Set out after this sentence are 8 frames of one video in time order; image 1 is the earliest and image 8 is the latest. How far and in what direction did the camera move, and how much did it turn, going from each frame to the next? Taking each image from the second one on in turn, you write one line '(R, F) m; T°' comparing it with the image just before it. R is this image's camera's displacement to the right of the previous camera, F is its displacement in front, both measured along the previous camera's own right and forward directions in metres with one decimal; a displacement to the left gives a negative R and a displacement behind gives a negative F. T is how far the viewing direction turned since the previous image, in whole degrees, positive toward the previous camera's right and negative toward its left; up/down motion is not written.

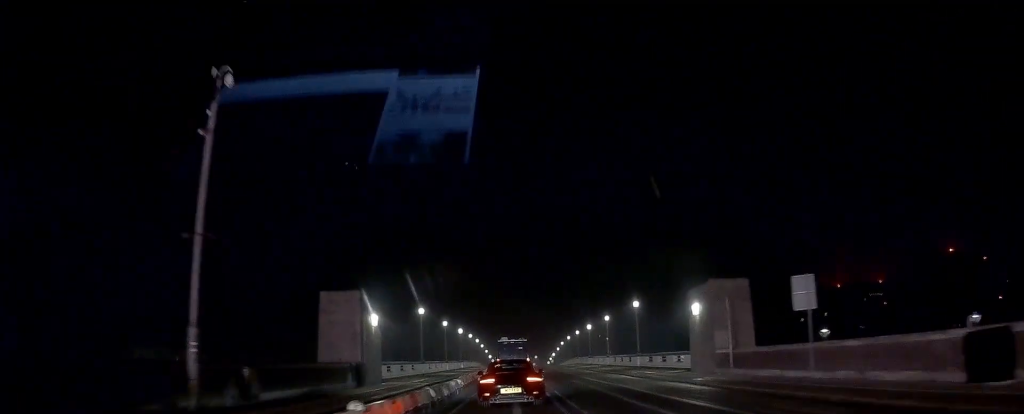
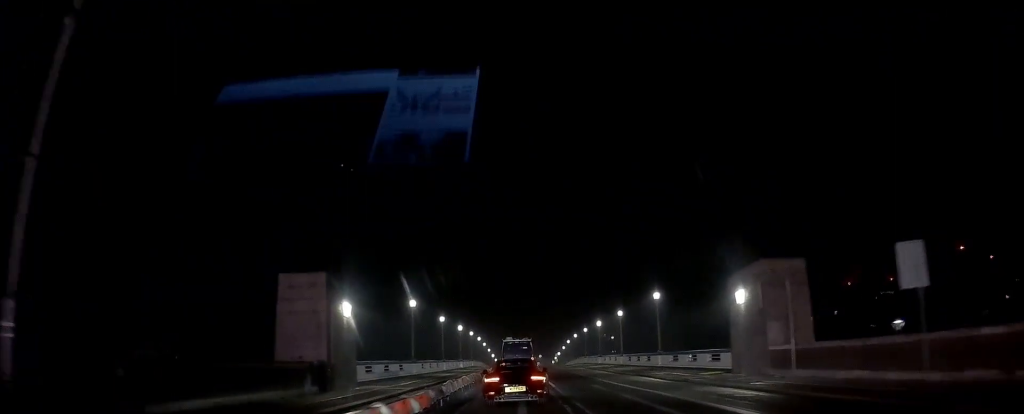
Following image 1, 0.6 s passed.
(0.0, +6.9) m; -1°
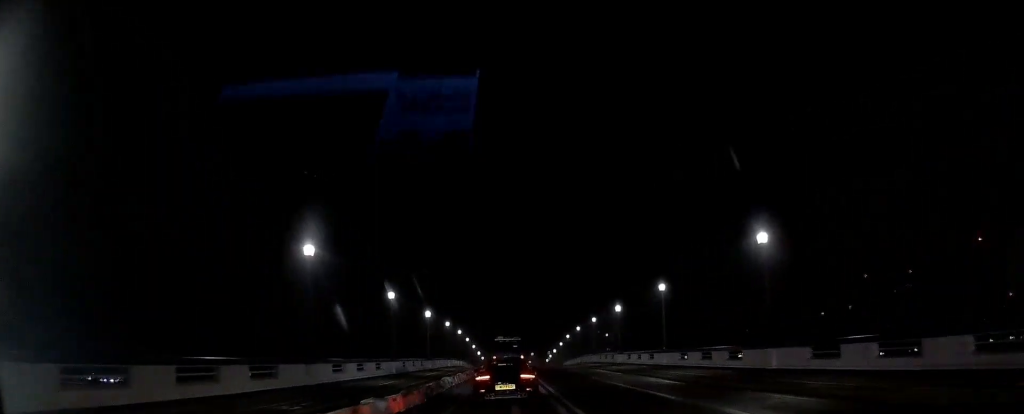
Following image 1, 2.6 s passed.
(-0.2, +24.3) m; -1°
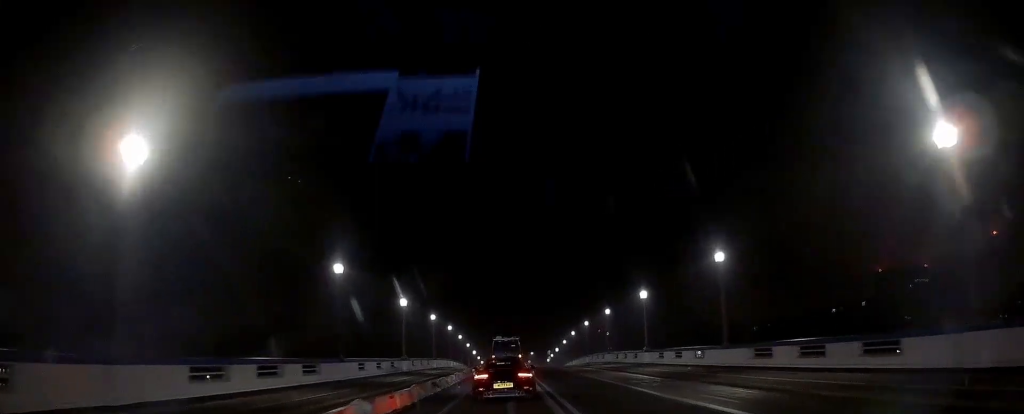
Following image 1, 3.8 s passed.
(+0.1, +15.0) m; 0°
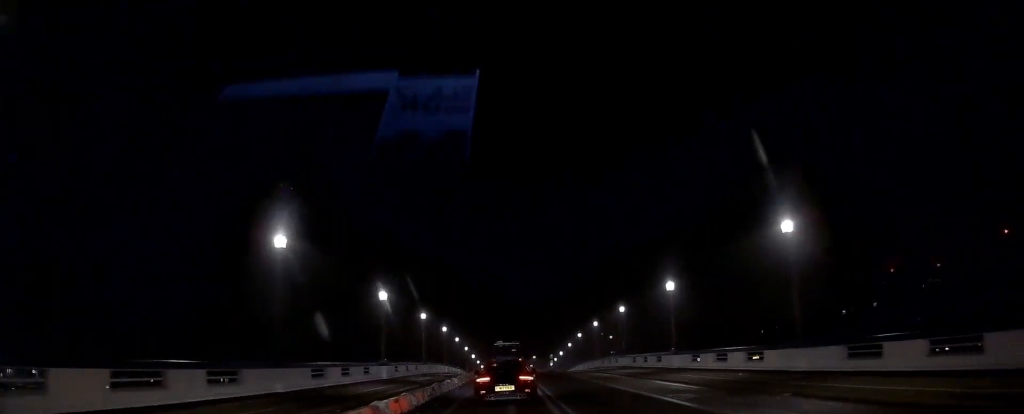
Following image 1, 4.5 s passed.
(0.0, +9.5) m; -1°
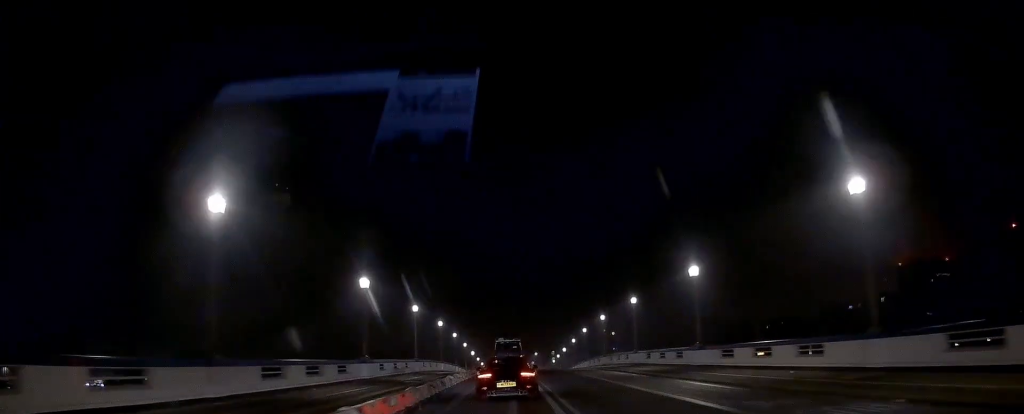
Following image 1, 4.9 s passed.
(-0.1, +5.9) m; 0°
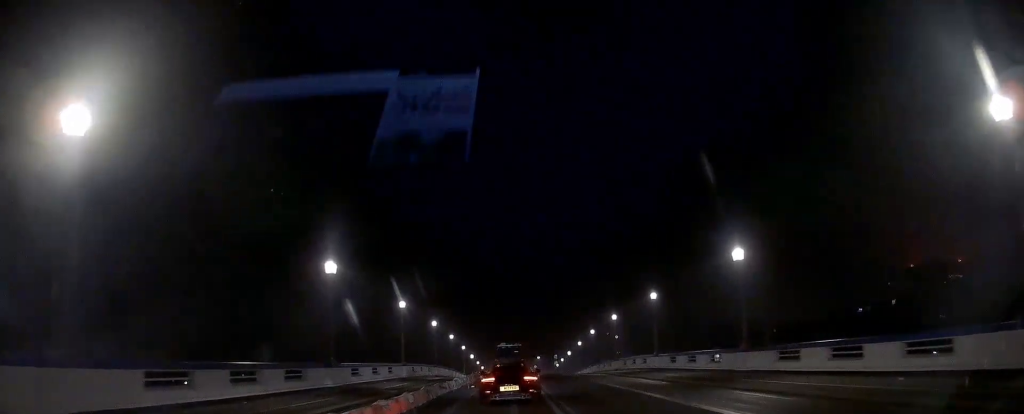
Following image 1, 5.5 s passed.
(0.0, +7.4) m; 0°
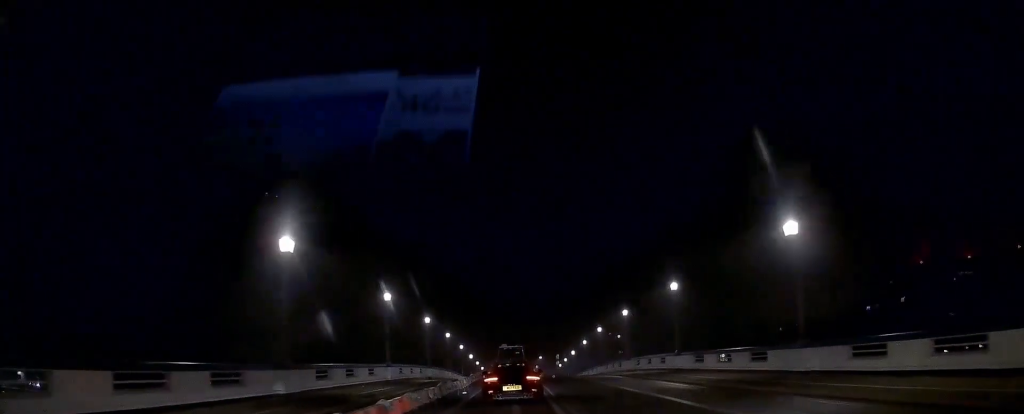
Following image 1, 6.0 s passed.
(0.0, +5.9) m; +1°
